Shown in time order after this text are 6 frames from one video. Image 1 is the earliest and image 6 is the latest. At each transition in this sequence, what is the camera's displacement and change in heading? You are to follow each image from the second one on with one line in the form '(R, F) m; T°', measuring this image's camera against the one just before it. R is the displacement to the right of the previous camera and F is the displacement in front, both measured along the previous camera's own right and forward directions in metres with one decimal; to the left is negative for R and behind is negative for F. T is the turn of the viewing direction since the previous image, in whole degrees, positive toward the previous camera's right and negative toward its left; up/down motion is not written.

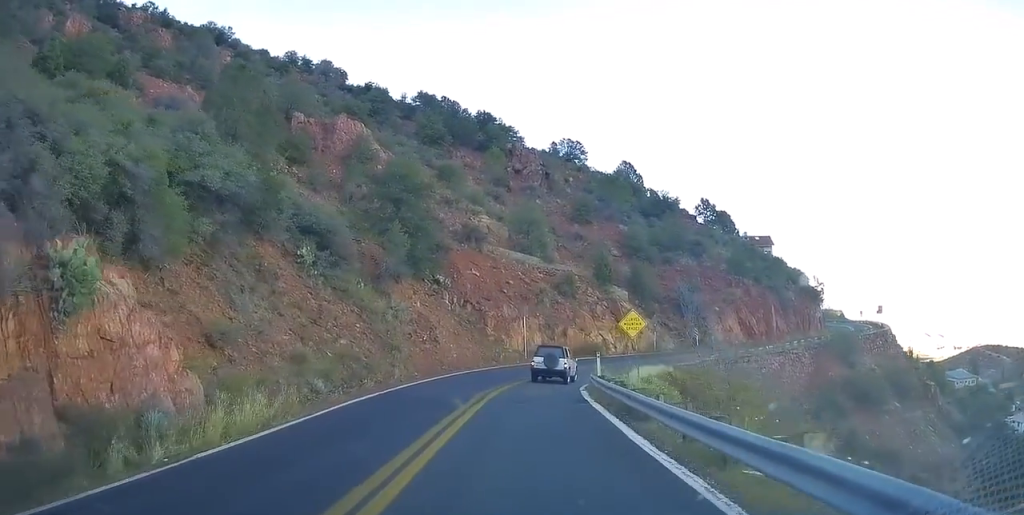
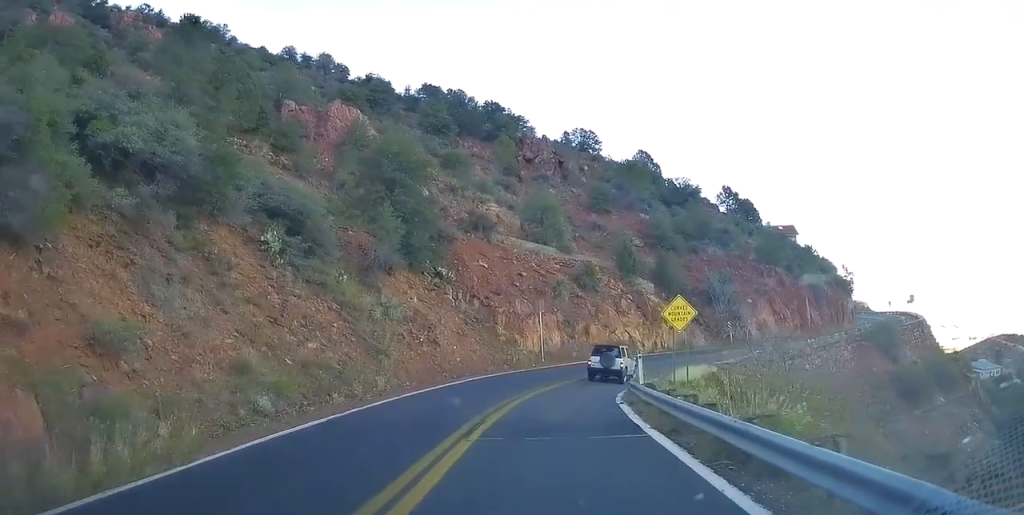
(-0.1, +6.0) m; +3°
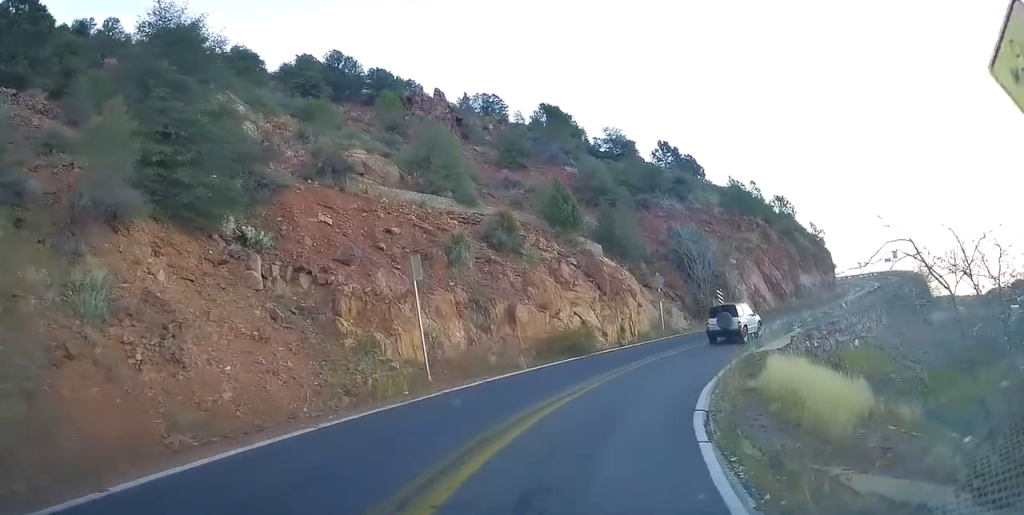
(+1.6, +18.3) m; +10°
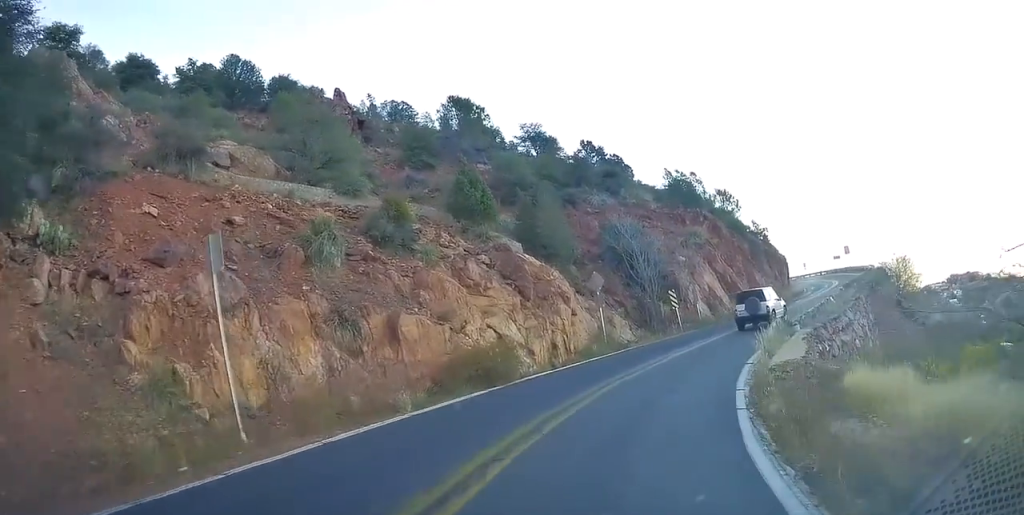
(+0.2, +7.6) m; +8°
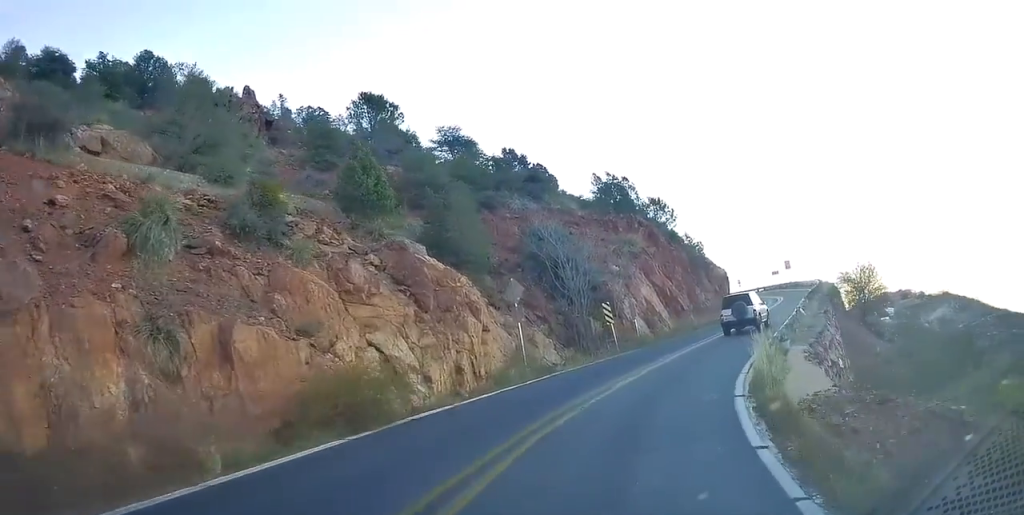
(+0.1, +5.1) m; +9°
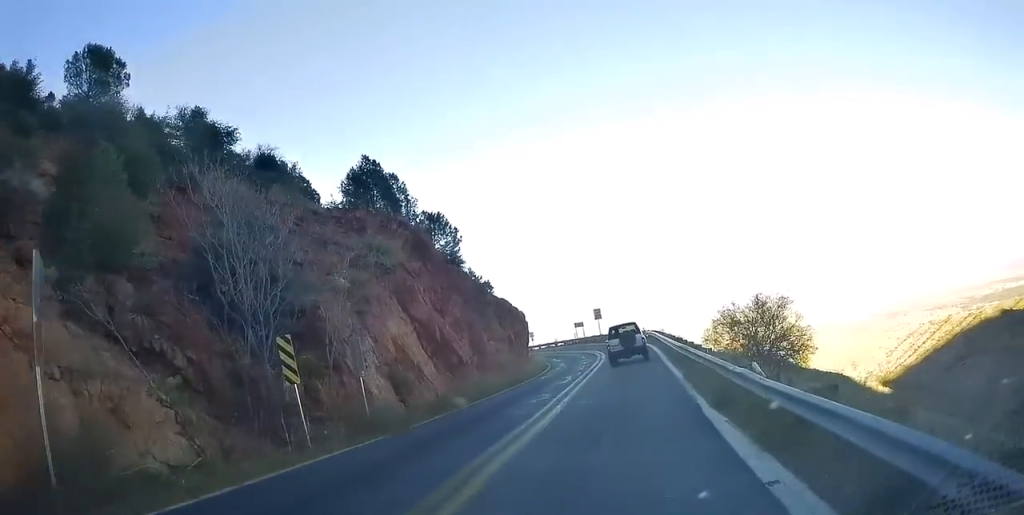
(+3.3, +14.1) m; +20°
